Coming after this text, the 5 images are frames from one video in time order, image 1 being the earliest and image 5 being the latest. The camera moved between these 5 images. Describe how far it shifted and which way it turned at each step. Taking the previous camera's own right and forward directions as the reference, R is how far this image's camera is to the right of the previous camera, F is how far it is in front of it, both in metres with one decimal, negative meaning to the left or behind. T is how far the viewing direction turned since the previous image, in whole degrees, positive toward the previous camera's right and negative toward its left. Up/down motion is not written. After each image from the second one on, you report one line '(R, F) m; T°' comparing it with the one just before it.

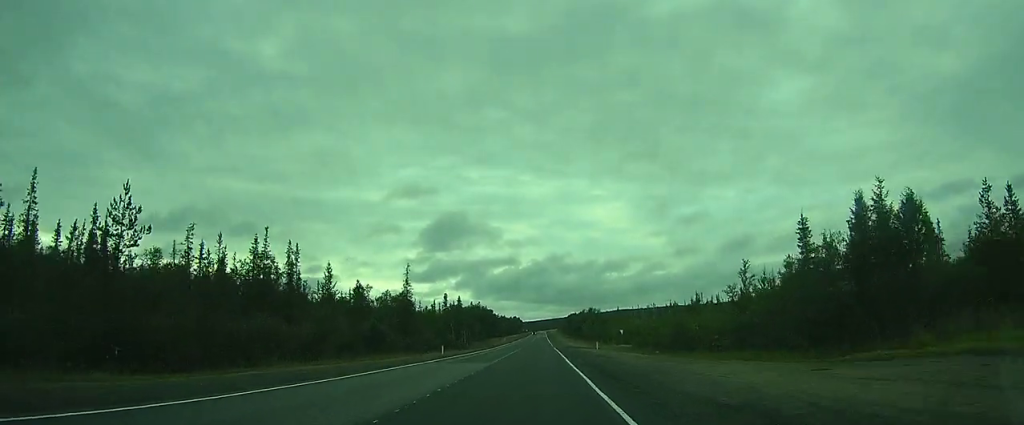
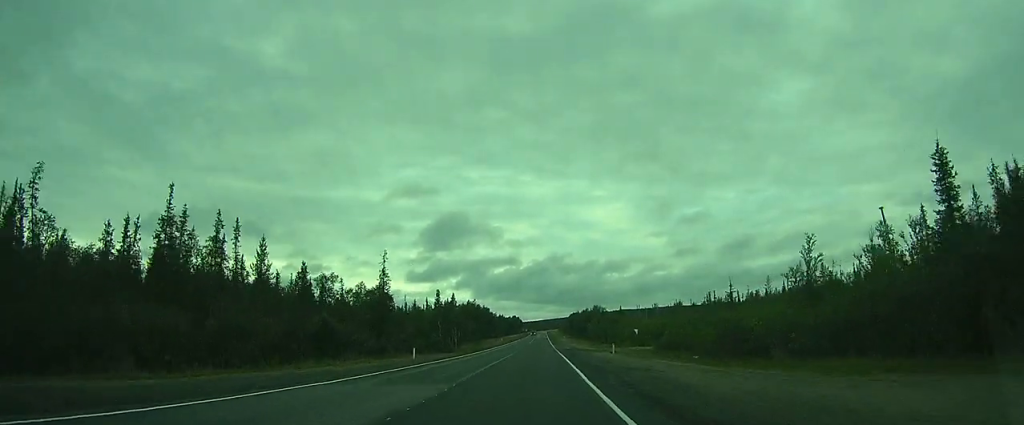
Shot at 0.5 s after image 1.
(-0.1, +12.0) m; 0°
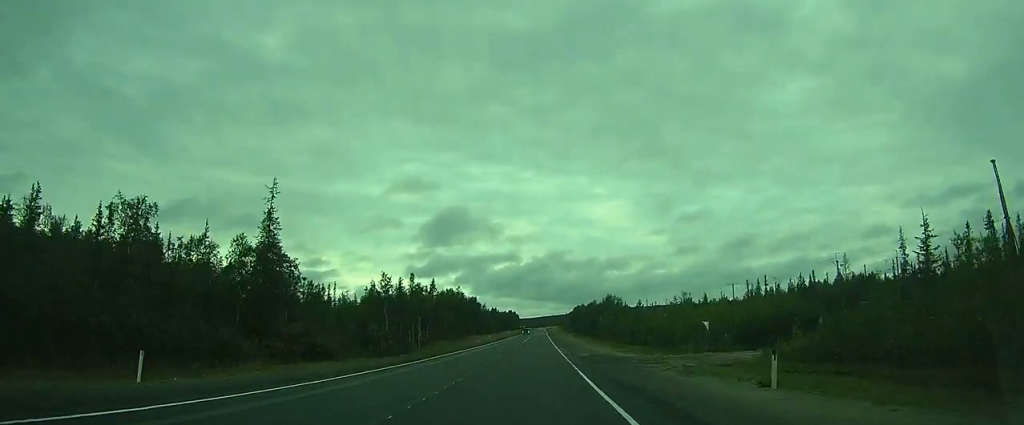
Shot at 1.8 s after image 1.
(+0.1, +29.4) m; 0°
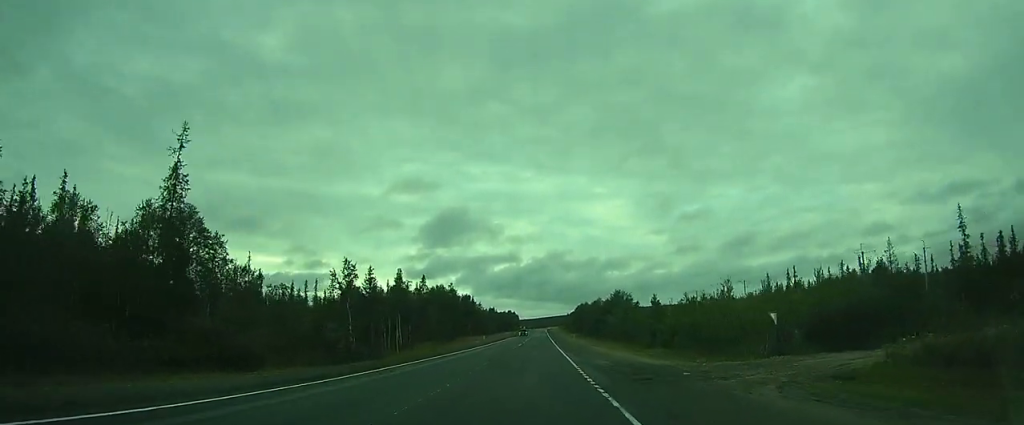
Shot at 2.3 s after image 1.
(-0.1, +11.4) m; 0°
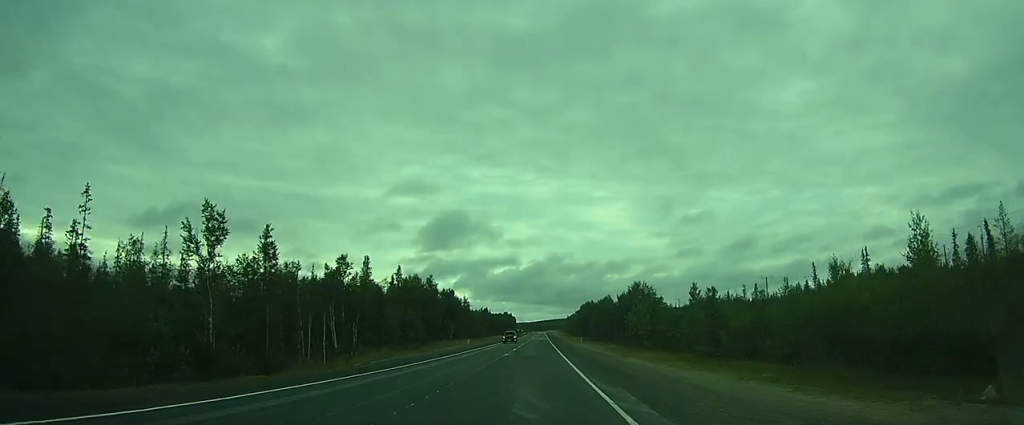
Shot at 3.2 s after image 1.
(+0.1, +20.4) m; 0°
